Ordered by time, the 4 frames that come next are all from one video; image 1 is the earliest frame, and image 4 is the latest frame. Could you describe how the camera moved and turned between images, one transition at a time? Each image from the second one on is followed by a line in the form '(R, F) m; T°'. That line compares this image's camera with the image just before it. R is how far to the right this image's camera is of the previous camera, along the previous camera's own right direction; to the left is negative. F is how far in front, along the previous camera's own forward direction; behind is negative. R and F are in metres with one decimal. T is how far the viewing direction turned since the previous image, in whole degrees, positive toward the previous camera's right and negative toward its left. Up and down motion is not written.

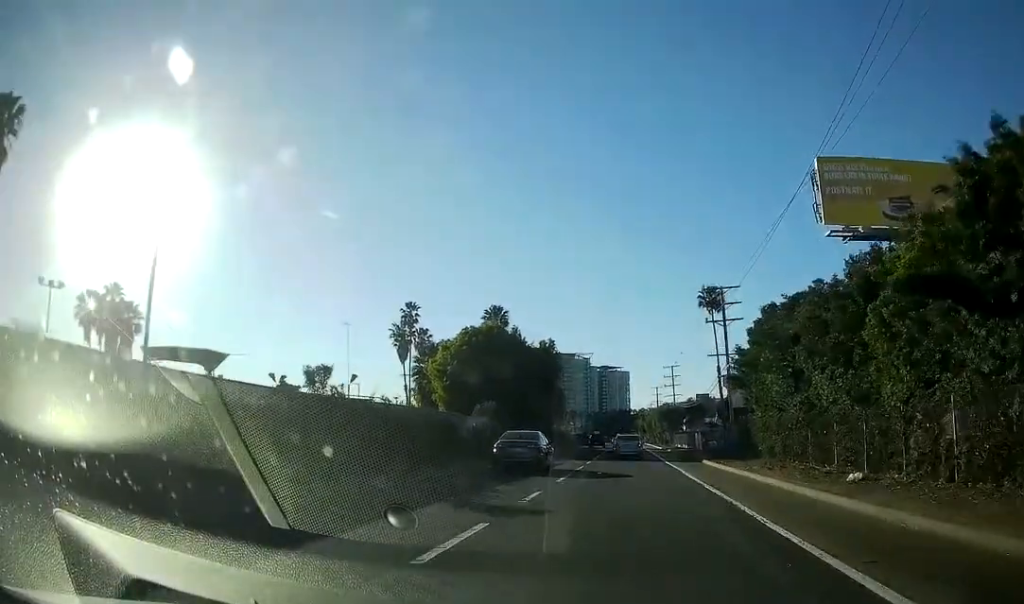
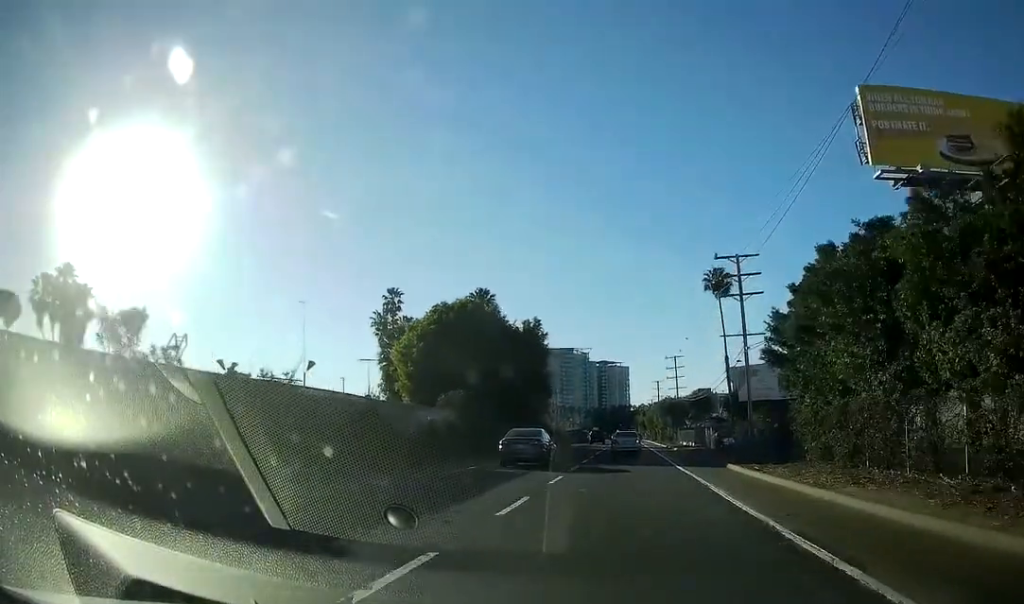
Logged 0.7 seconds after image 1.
(+0.1, +9.0) m; 0°
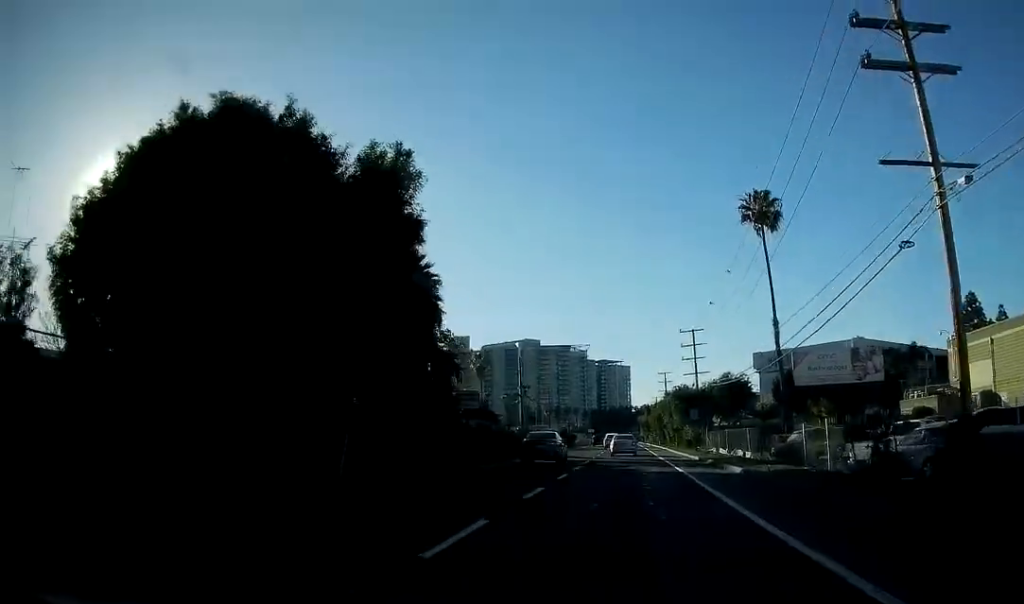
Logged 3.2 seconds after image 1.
(-0.3, +32.3) m; 0°
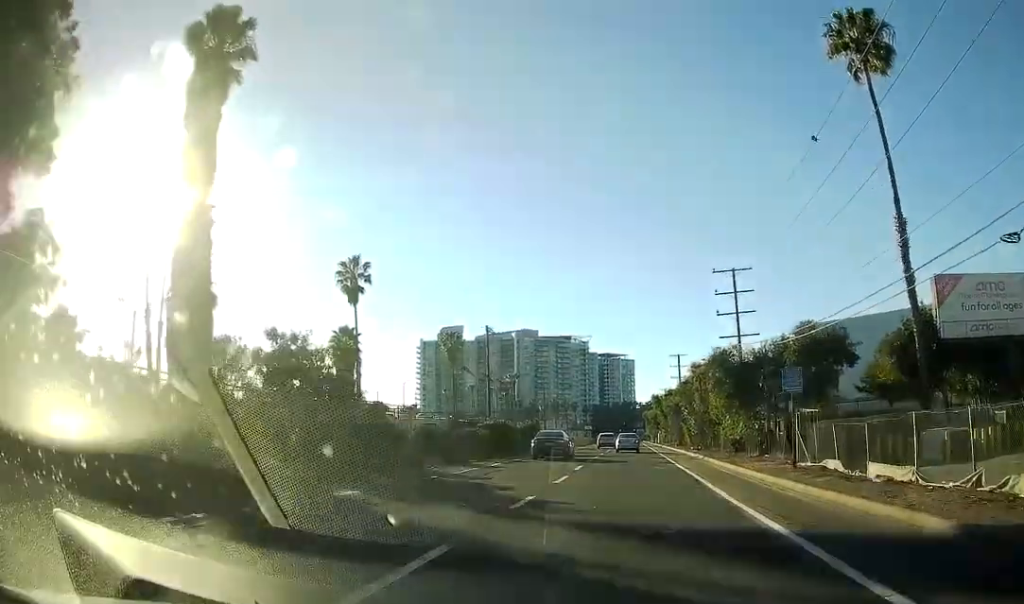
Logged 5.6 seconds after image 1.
(+0.3, +30.9) m; 0°
